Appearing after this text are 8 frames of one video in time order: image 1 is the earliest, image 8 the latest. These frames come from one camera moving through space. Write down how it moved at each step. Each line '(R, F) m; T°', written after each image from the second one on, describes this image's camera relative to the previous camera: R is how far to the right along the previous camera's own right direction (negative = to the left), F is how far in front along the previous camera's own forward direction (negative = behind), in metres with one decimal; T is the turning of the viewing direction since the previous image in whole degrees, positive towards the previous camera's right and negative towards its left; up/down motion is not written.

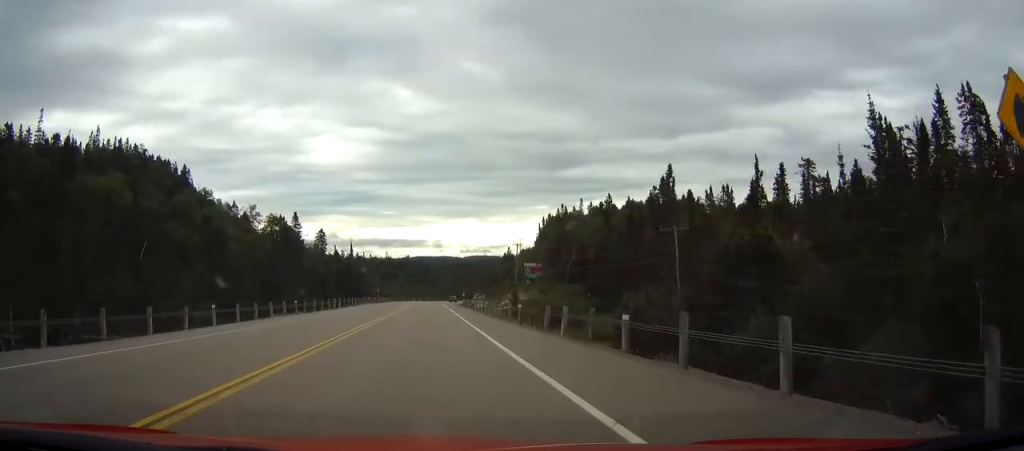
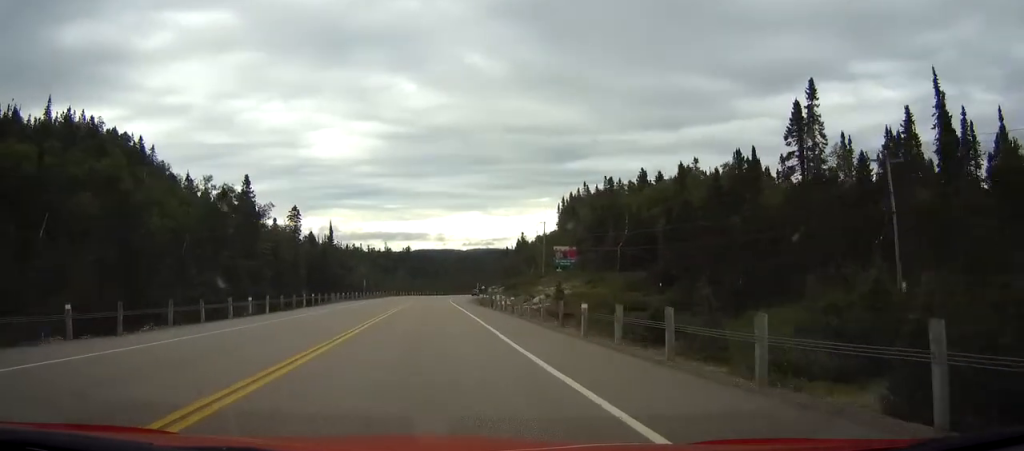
(0.0, +31.4) m; 0°
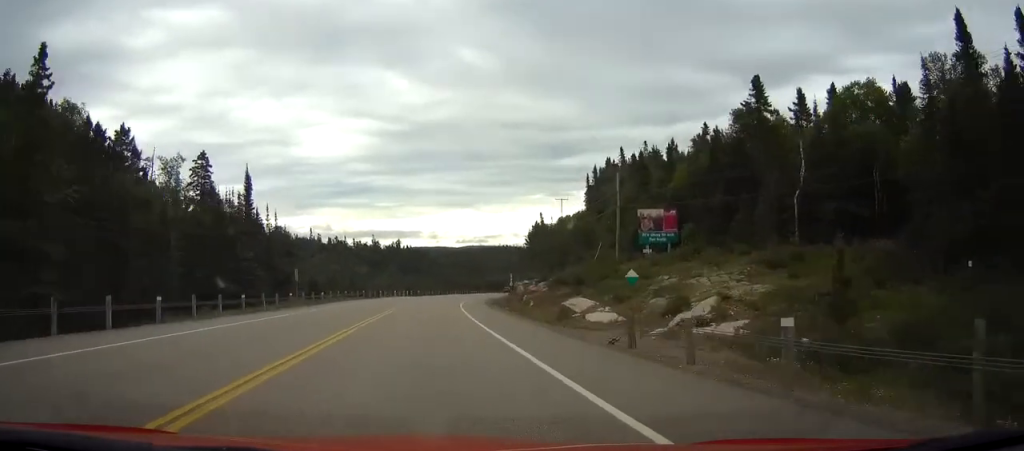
(+0.4, +47.0) m; +2°
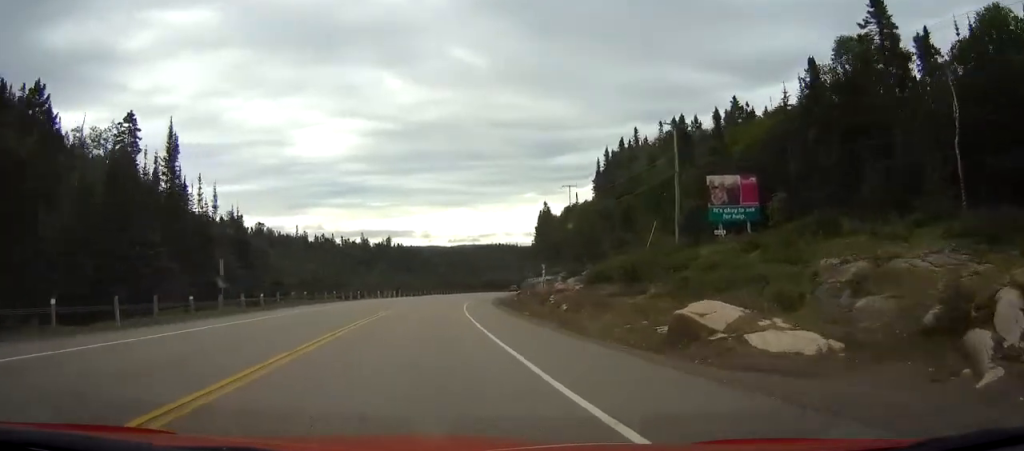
(+0.2, +17.7) m; +1°
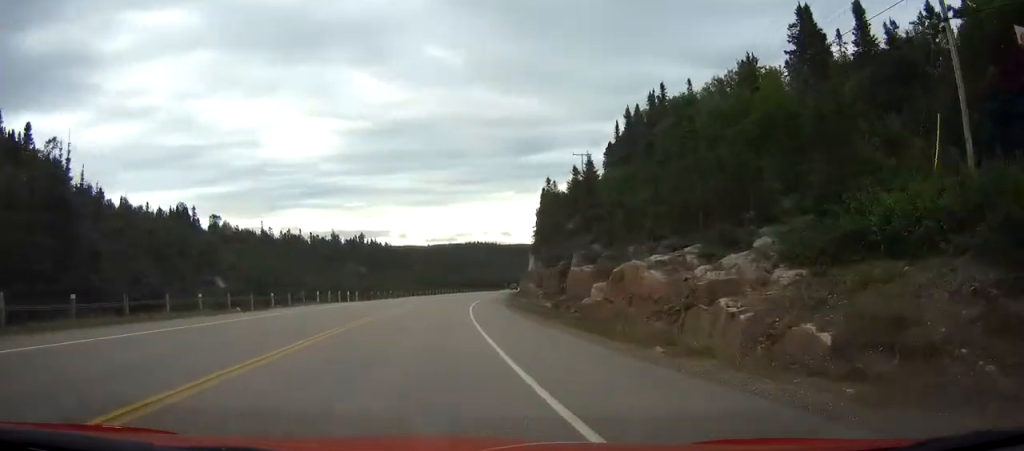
(+0.5, +30.3) m; +2°
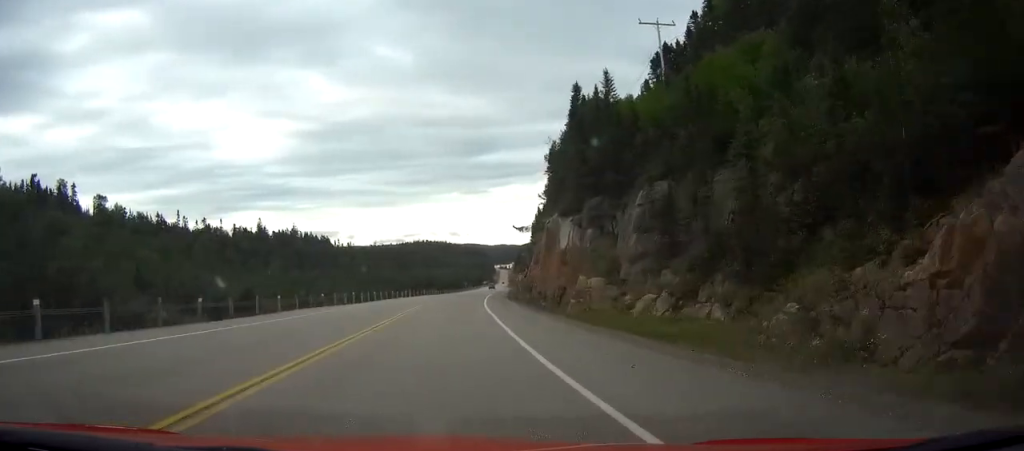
(+2.1, +55.2) m; +5°
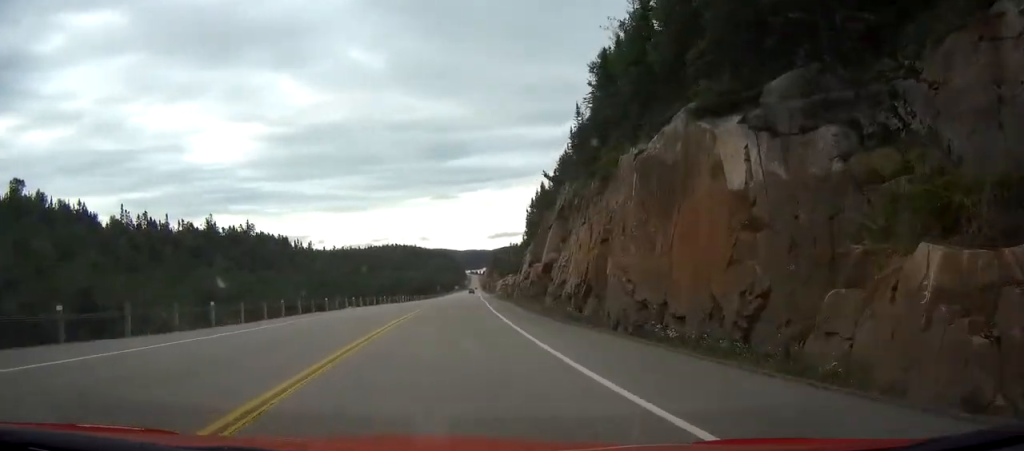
(+0.7, +31.2) m; +2°
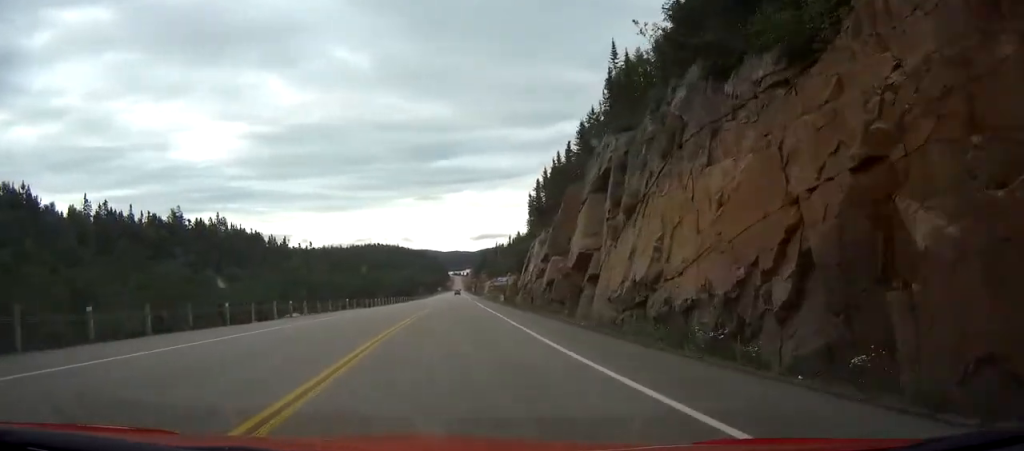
(-0.2, +19.8) m; +1°
